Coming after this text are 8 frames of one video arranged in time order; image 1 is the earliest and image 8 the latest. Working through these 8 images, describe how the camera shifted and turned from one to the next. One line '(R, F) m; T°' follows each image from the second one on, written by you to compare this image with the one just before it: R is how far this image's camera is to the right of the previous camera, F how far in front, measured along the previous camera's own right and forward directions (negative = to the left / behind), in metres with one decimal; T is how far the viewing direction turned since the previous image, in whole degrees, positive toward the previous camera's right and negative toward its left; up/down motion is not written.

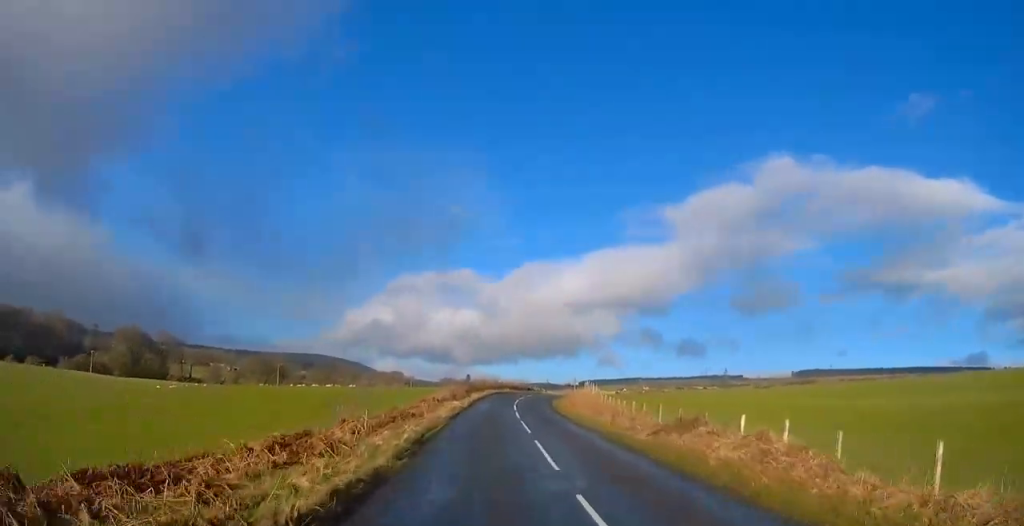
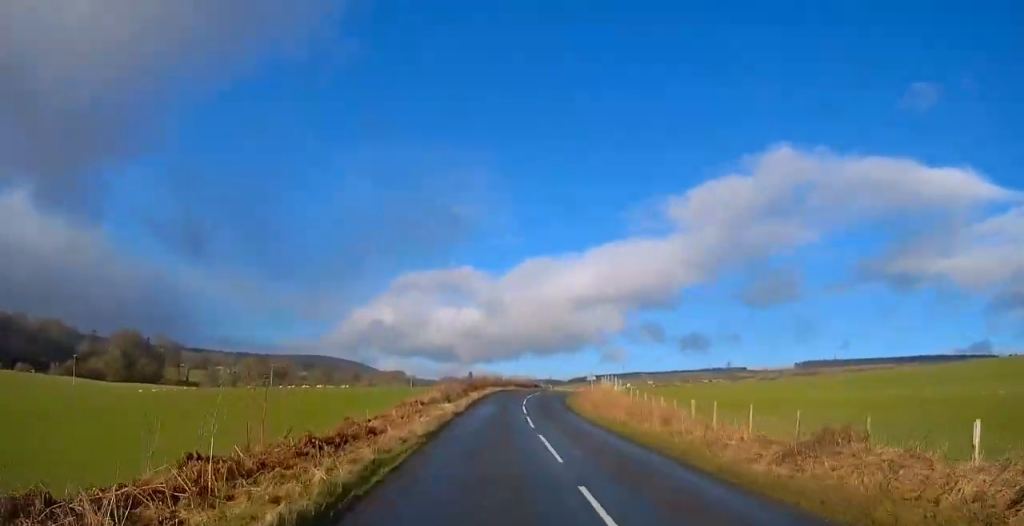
(0.0, +9.0) m; 0°
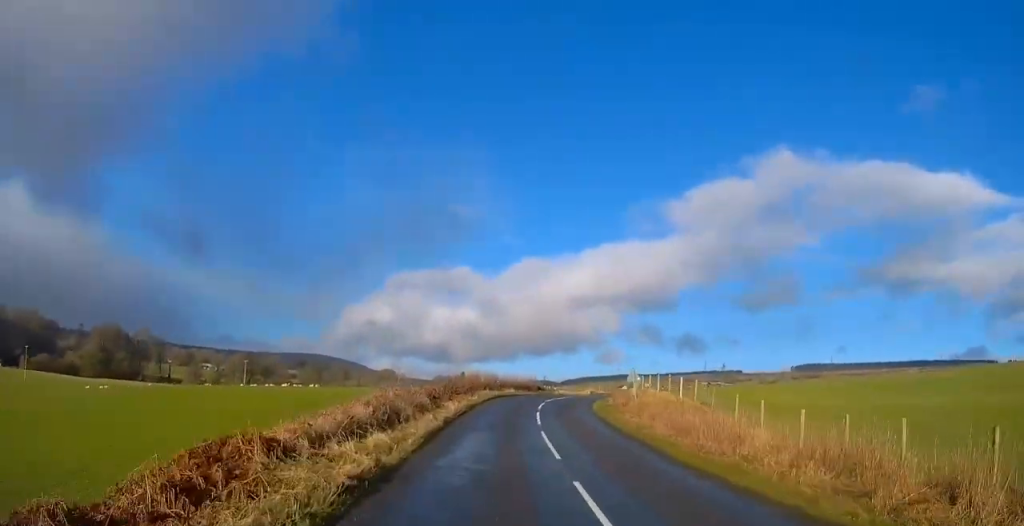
(0.0, +17.0) m; -1°
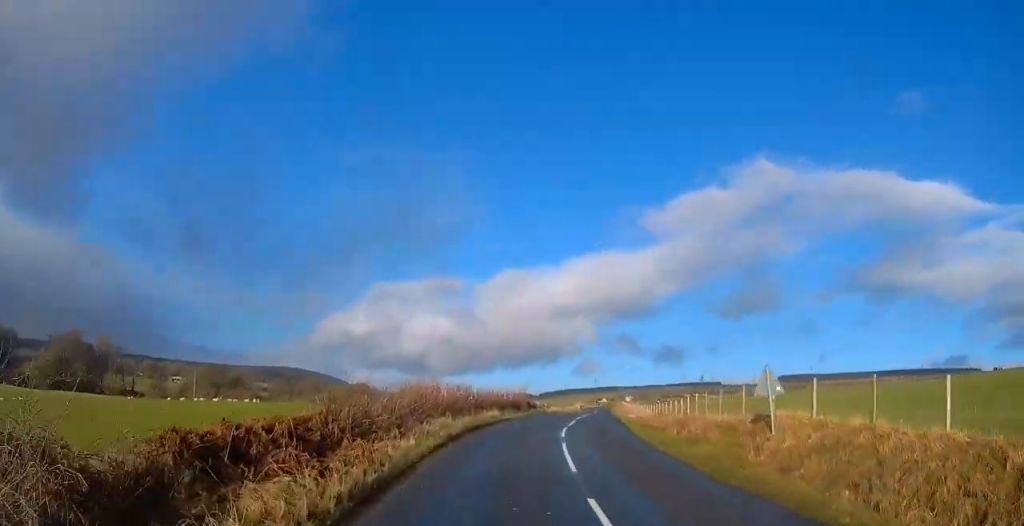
(-0.6, +19.3) m; -1°
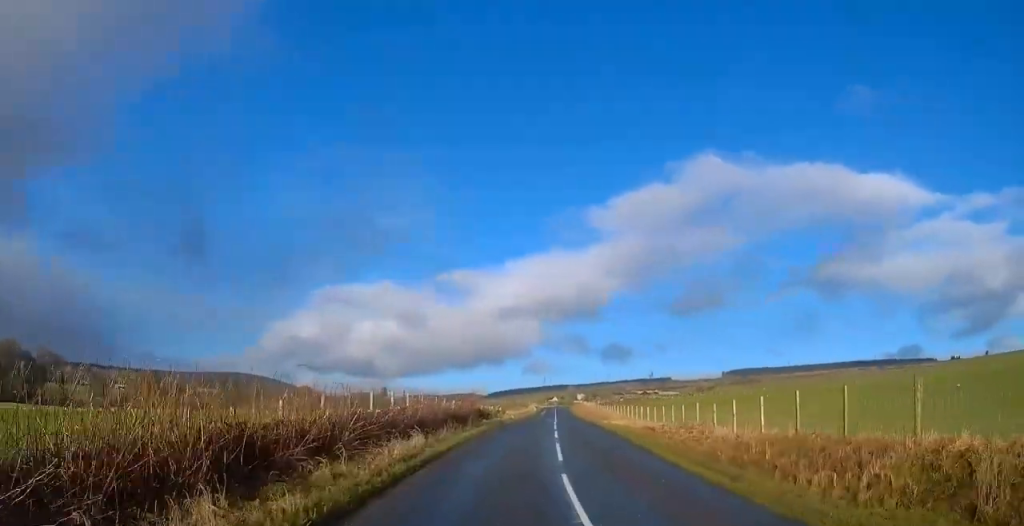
(+0.4, +14.5) m; +4°
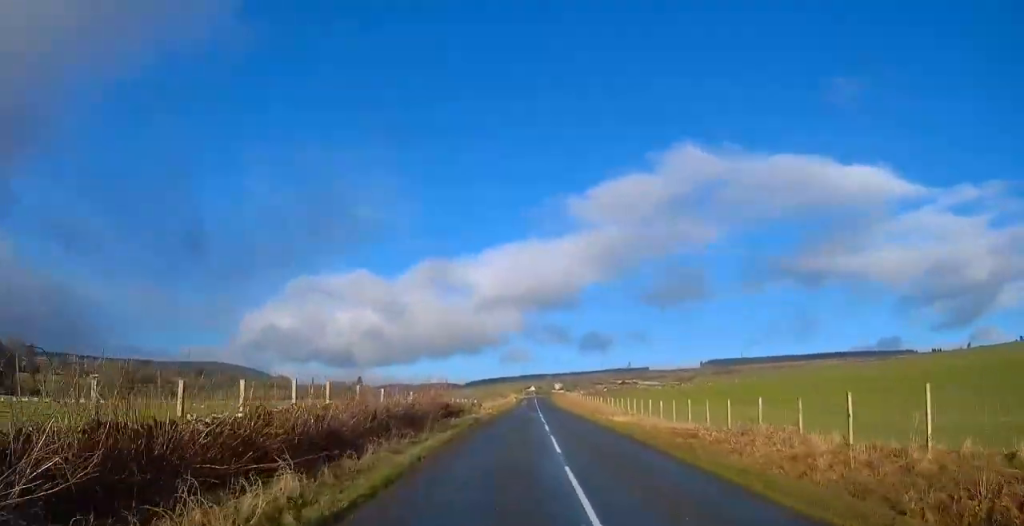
(+0.3, +8.8) m; +2°
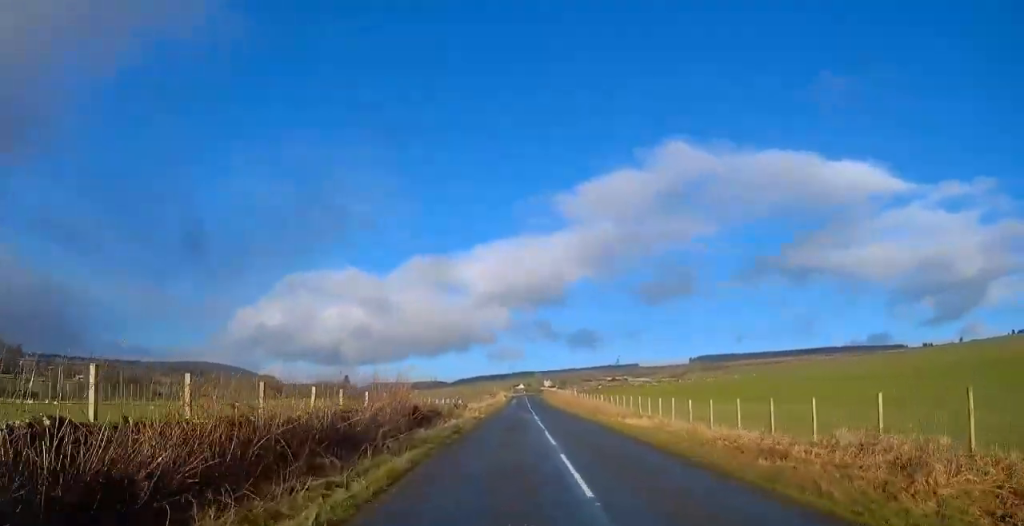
(+0.2, +6.8) m; +1°
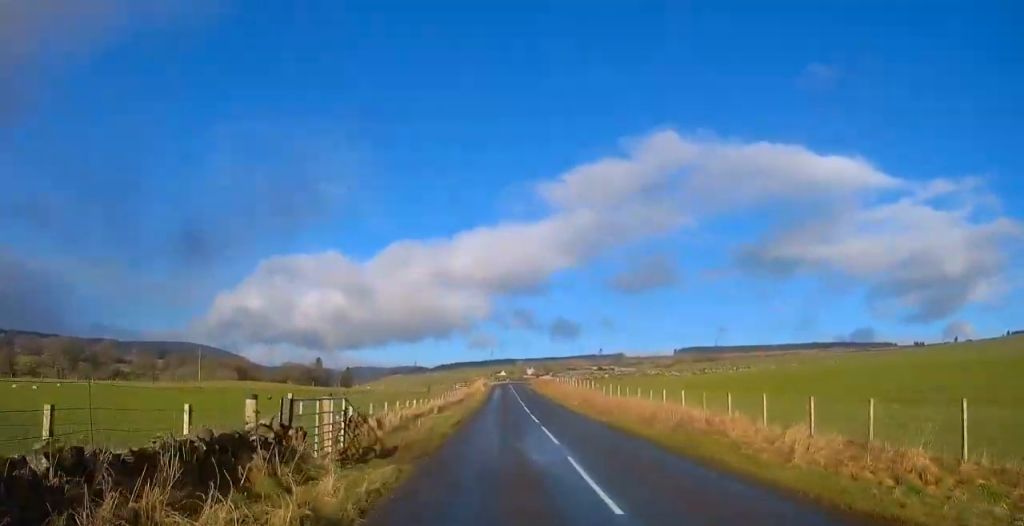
(+0.1, +28.3) m; +1°
